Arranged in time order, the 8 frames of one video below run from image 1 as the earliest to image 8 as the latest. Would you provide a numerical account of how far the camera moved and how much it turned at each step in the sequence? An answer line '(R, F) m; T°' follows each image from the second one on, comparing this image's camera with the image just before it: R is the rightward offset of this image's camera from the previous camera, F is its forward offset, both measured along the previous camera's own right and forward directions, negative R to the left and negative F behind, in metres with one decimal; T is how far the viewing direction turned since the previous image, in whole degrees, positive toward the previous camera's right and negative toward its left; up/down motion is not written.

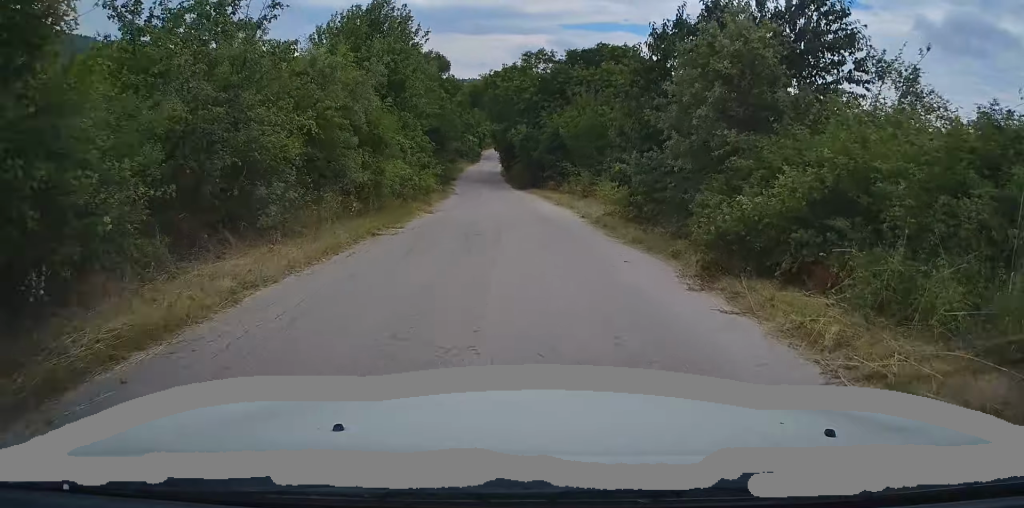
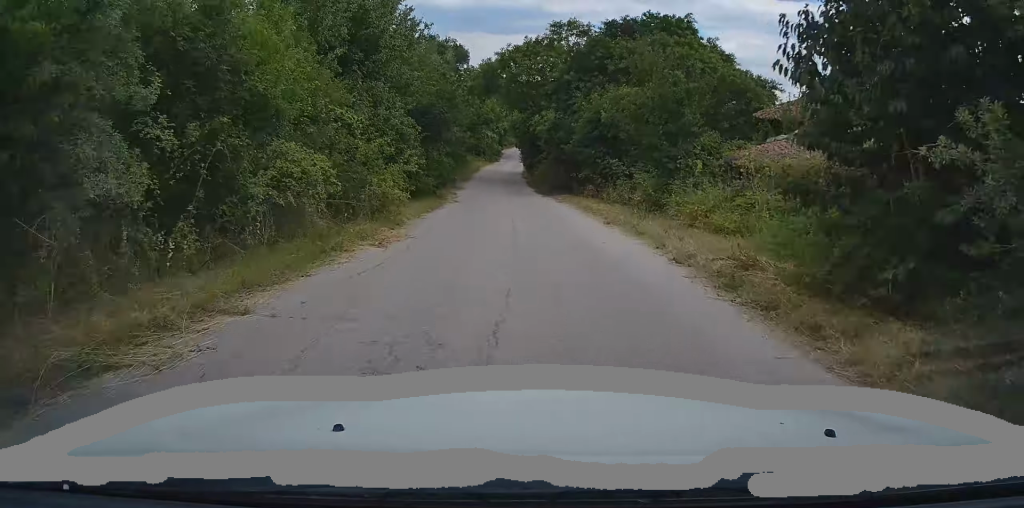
(-0.1, +9.1) m; -2°
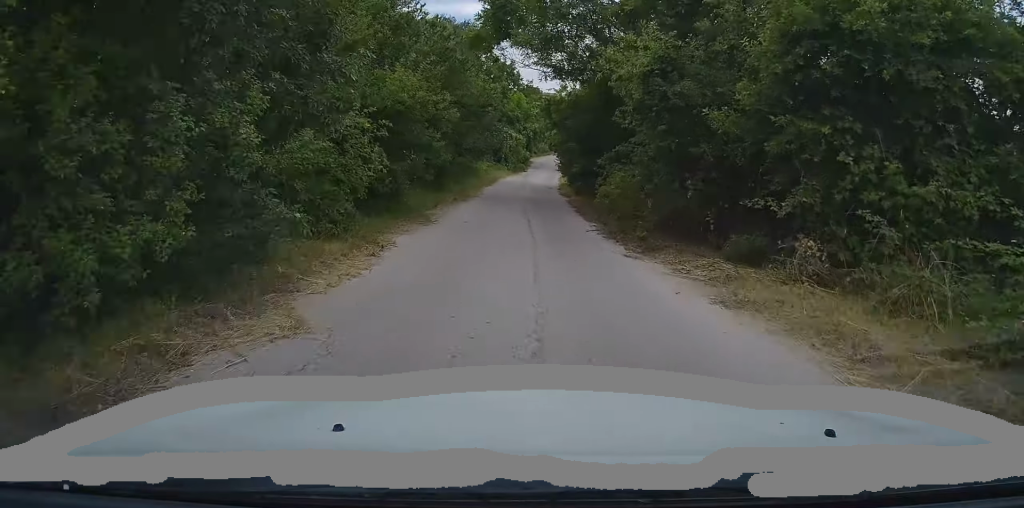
(-0.4, +17.3) m; -2°
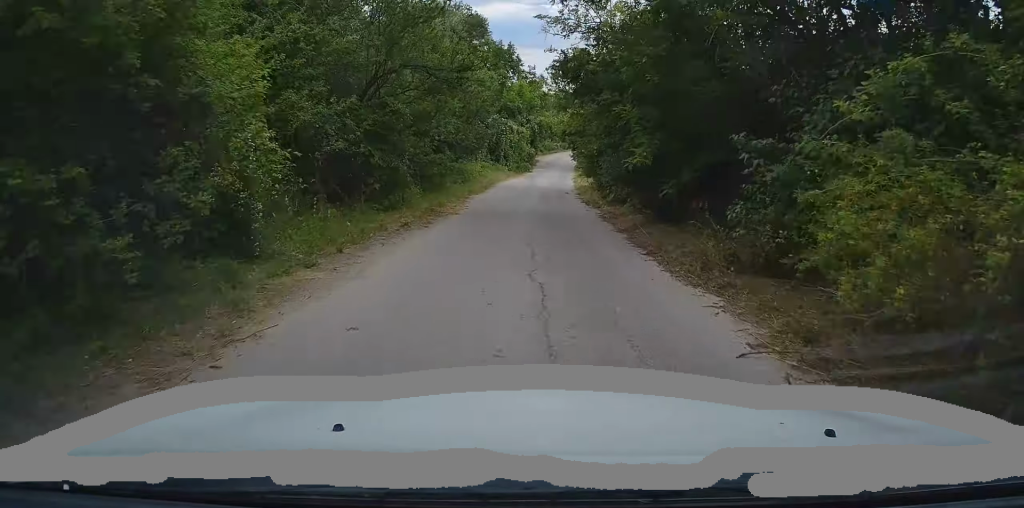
(-0.2, +9.9) m; 0°
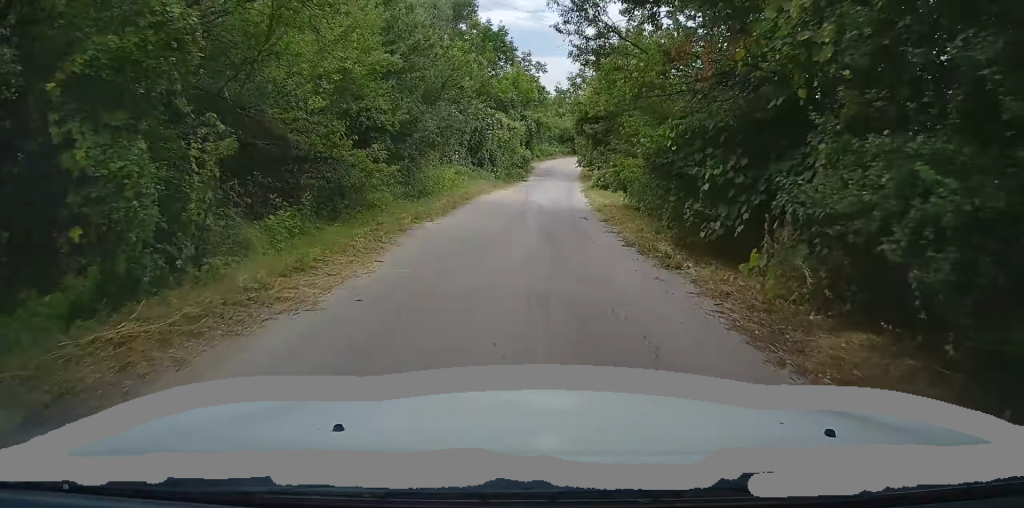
(+0.2, +10.6) m; +1°
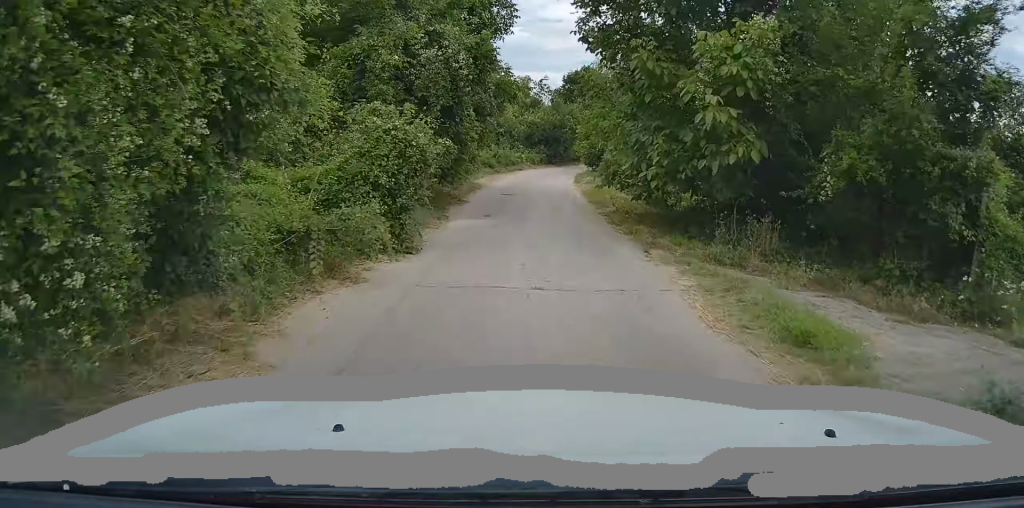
(+0.6, +28.6) m; +3°
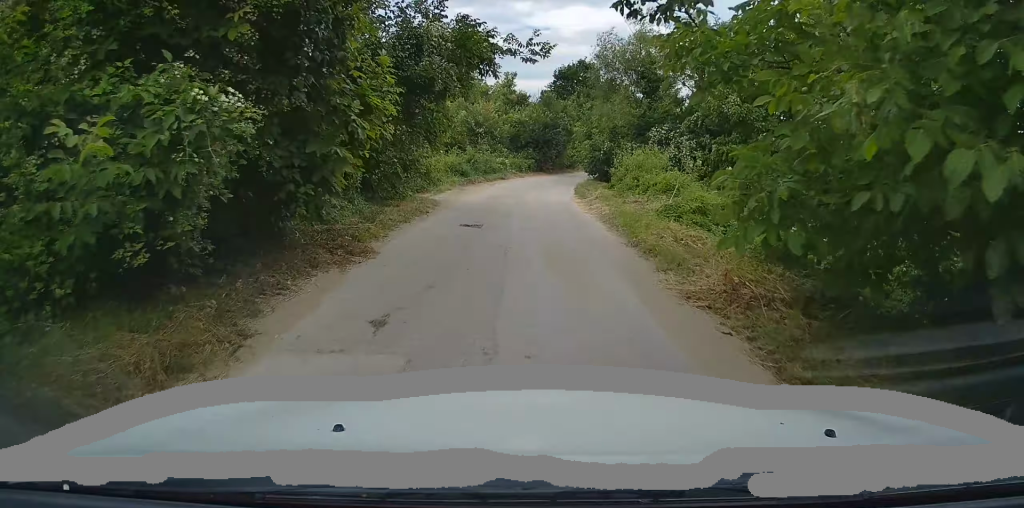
(0.0, +9.8) m; +2°
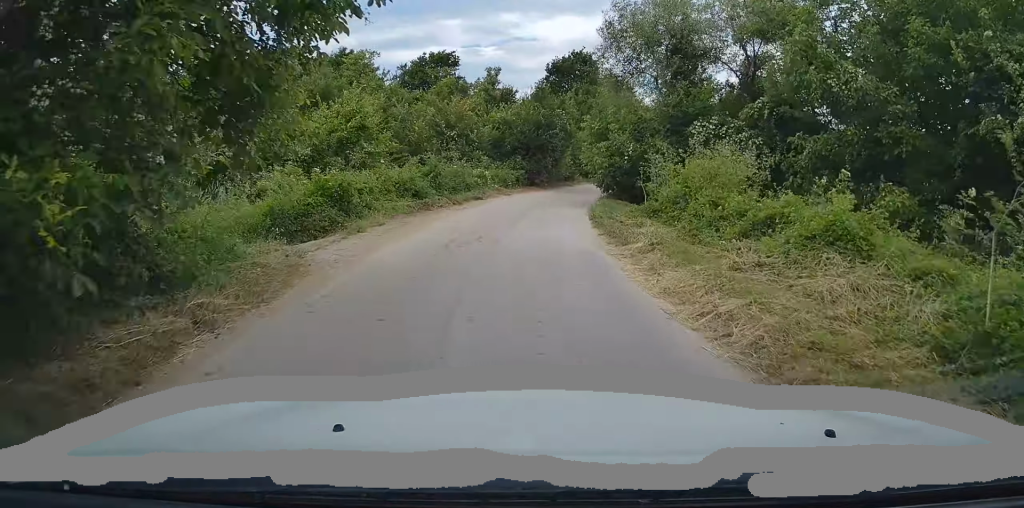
(+0.4, +10.4) m; +1°
